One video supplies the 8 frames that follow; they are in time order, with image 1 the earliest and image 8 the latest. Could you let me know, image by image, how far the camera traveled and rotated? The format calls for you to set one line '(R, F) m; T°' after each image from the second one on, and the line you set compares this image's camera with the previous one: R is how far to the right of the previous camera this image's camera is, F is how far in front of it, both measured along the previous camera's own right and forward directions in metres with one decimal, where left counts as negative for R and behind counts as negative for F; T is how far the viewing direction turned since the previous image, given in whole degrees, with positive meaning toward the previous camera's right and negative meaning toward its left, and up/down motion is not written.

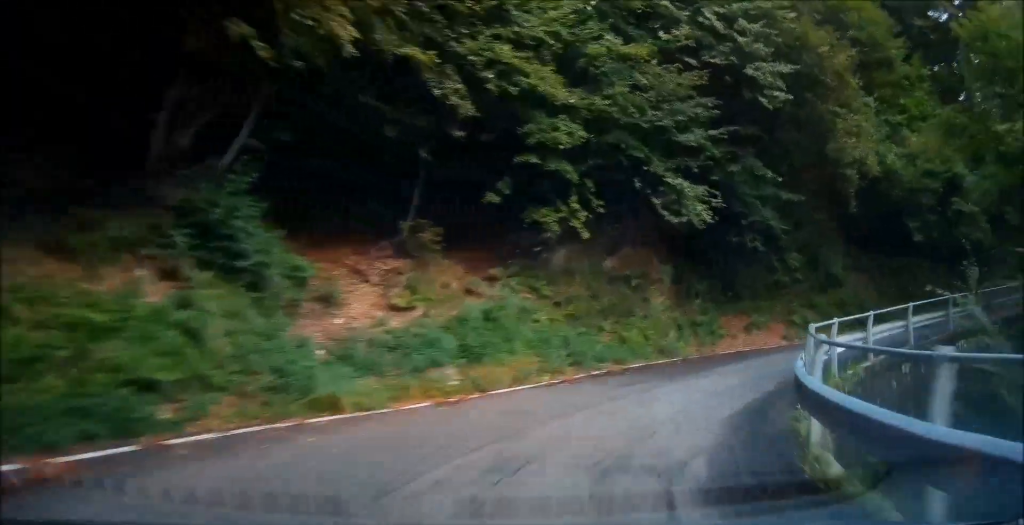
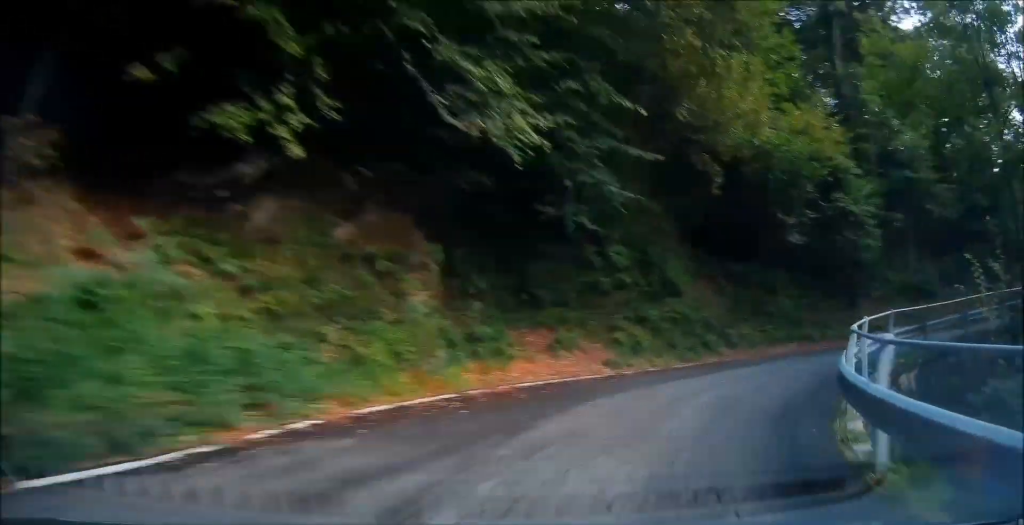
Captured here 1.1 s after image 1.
(+0.9, +8.3) m; +13°
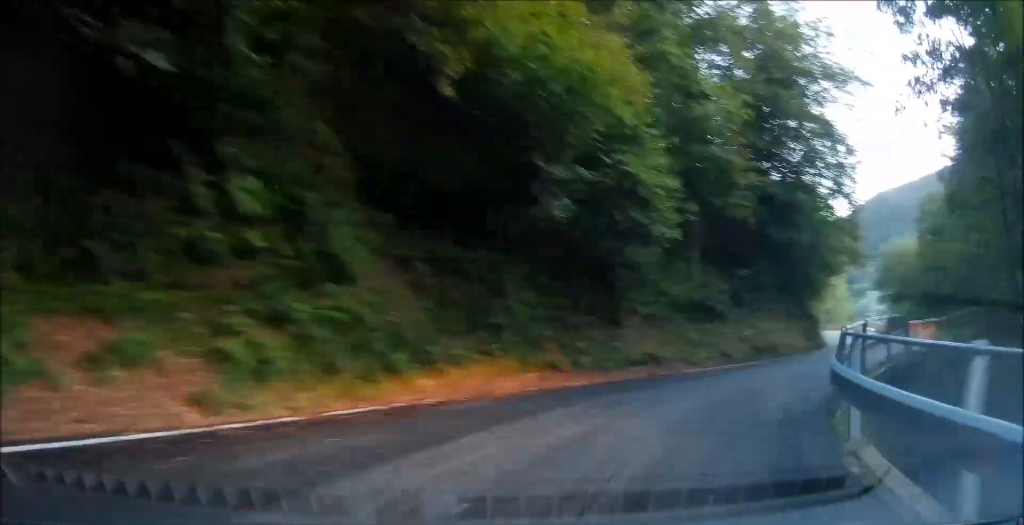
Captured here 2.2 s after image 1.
(+1.0, +7.5) m; +22°
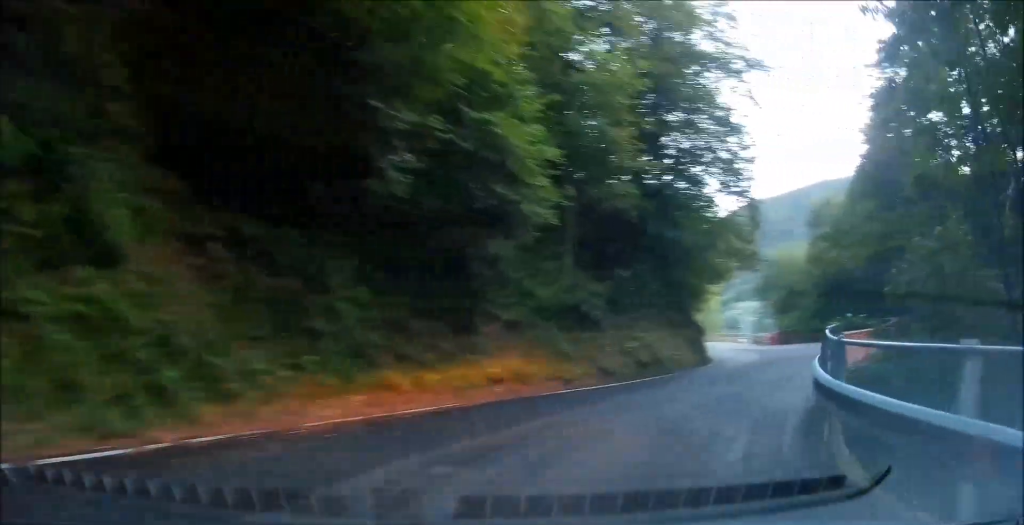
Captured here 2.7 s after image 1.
(+0.3, +2.7) m; +10°
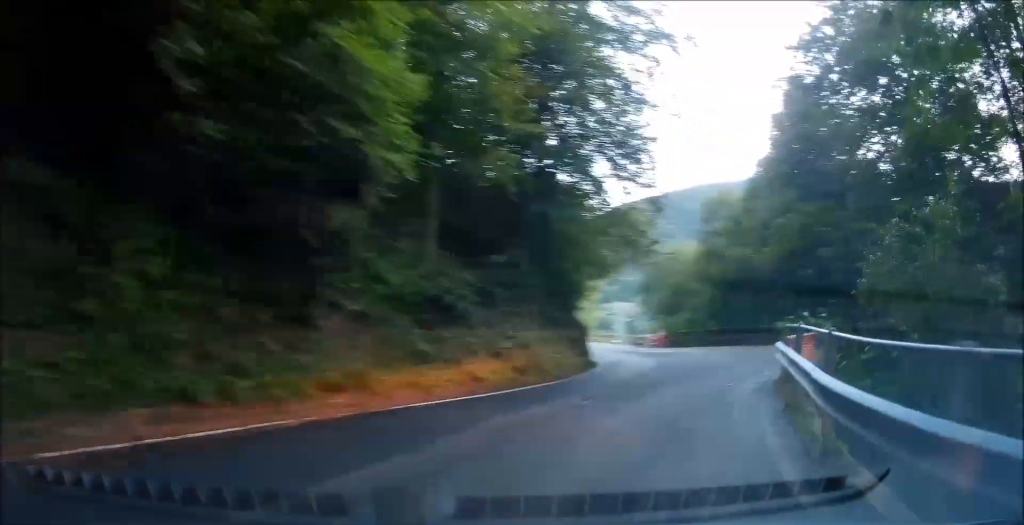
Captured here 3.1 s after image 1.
(+0.5, +2.5) m; +9°
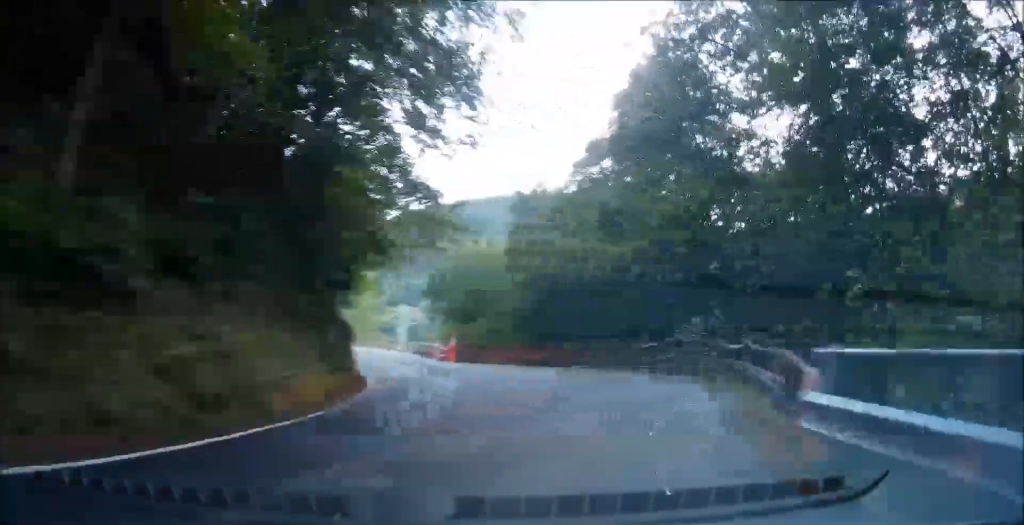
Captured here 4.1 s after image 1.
(+0.8, +5.6) m; +15°
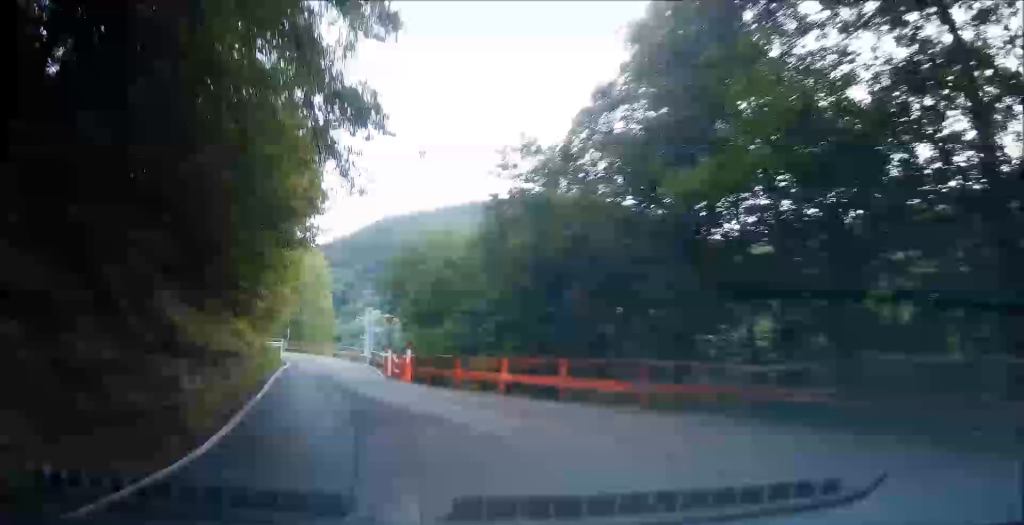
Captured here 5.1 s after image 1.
(+1.1, +7.9) m; +9°
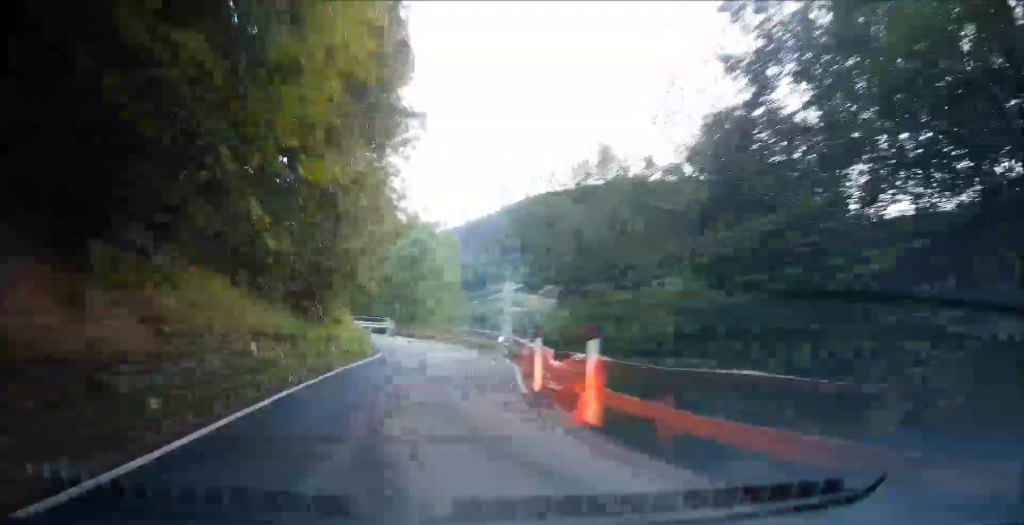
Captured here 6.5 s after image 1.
(+0.1, +13.8) m; 0°
